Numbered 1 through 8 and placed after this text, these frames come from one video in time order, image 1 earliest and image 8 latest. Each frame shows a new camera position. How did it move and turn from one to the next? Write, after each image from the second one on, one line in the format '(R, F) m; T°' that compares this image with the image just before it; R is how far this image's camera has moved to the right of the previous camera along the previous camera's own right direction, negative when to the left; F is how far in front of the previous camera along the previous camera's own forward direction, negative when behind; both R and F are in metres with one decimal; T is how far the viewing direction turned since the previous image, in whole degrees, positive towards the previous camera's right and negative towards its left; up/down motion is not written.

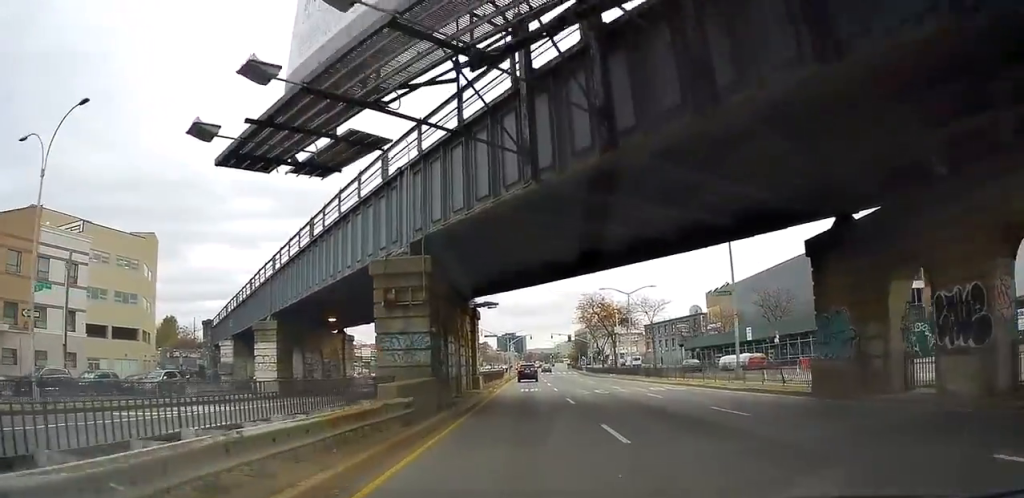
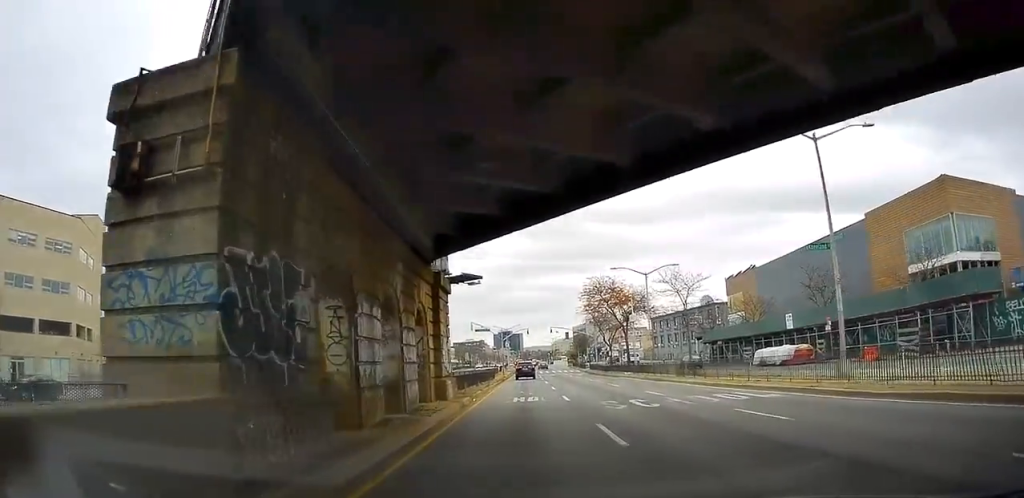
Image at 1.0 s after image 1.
(+0.1, +10.8) m; +2°
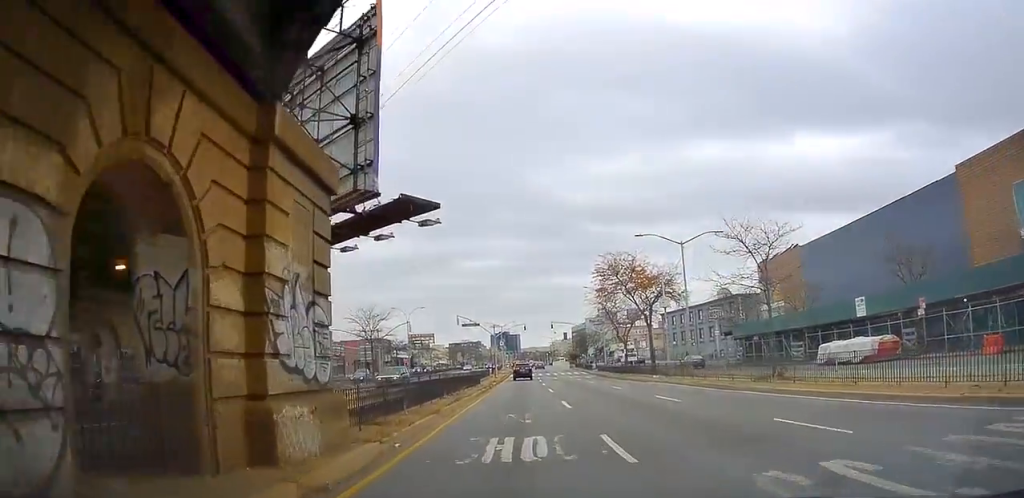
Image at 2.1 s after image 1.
(+0.4, +12.5) m; +1°
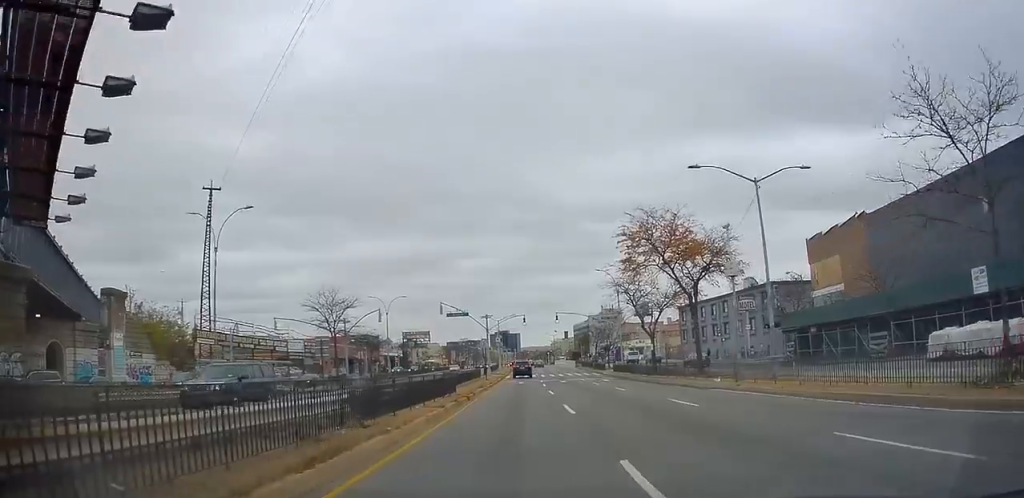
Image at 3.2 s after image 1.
(-0.1, +12.9) m; 0°
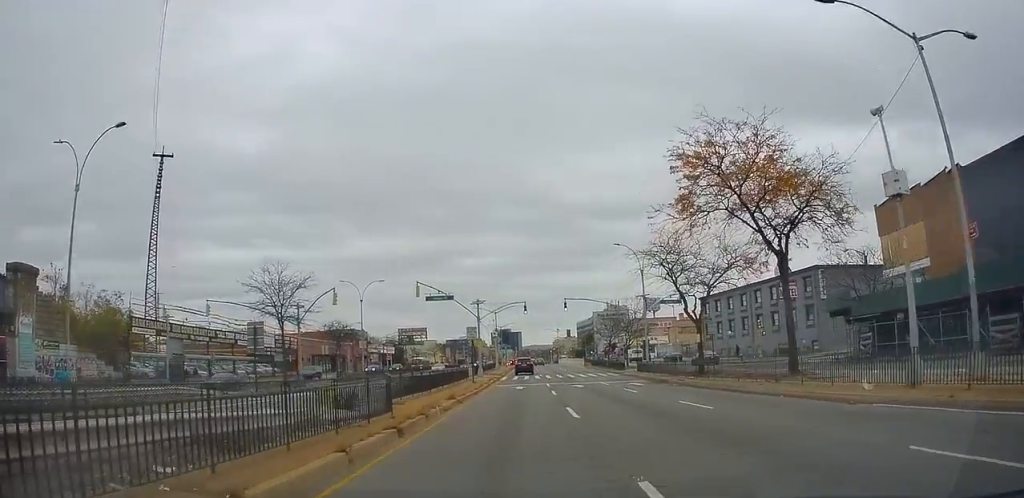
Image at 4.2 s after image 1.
(0.0, +12.6) m; 0°
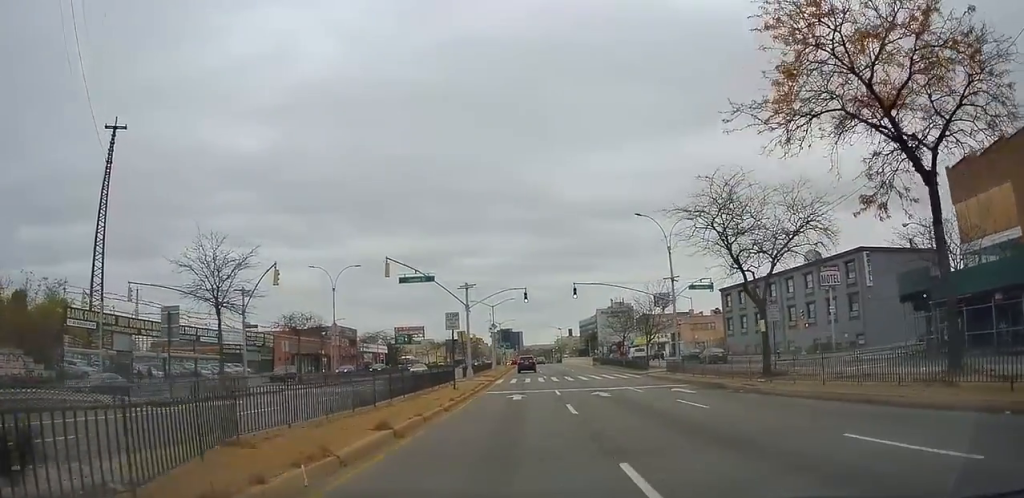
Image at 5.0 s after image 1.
(0.0, +9.8) m; -1°
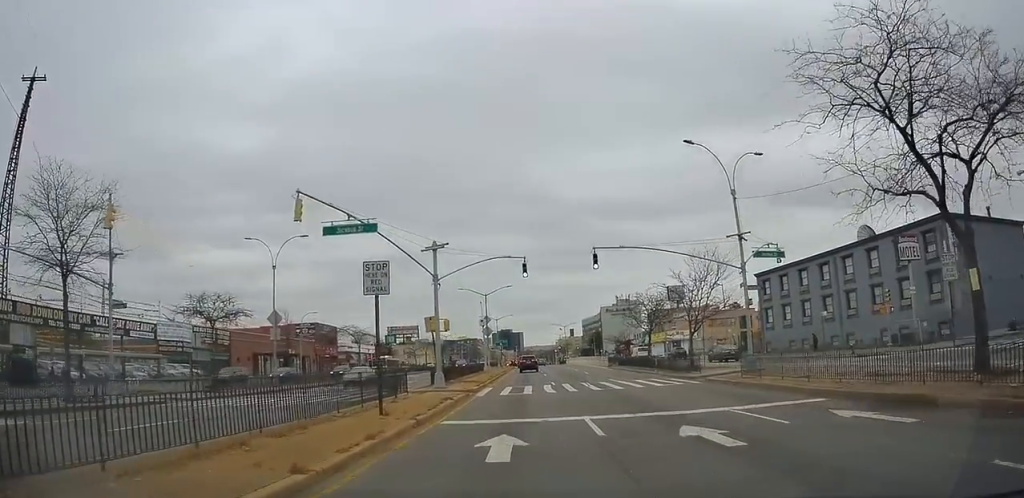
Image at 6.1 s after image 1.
(-0.2, +13.6) m; -2°
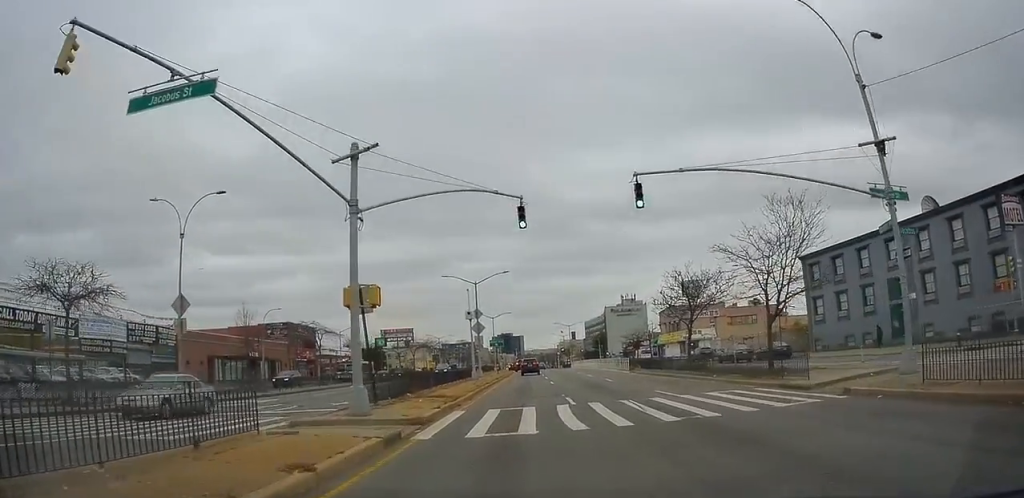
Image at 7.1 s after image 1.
(-0.2, +12.2) m; -1°
